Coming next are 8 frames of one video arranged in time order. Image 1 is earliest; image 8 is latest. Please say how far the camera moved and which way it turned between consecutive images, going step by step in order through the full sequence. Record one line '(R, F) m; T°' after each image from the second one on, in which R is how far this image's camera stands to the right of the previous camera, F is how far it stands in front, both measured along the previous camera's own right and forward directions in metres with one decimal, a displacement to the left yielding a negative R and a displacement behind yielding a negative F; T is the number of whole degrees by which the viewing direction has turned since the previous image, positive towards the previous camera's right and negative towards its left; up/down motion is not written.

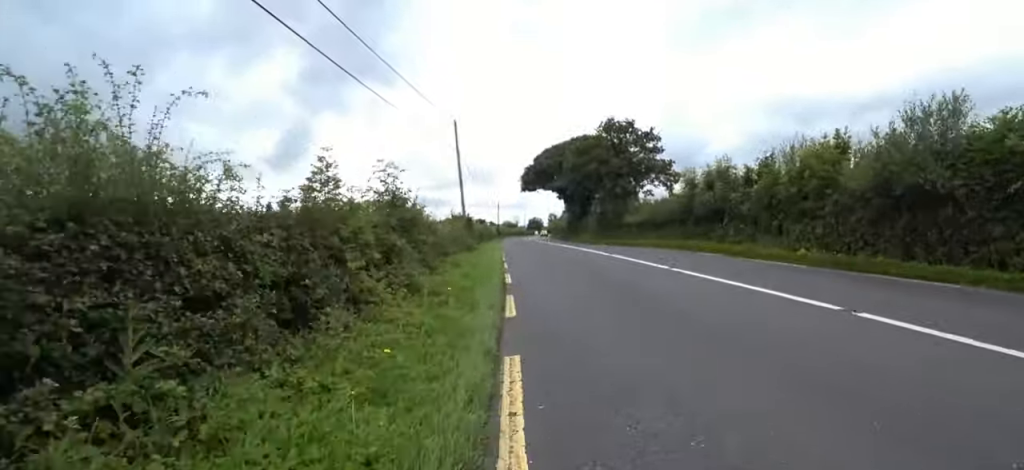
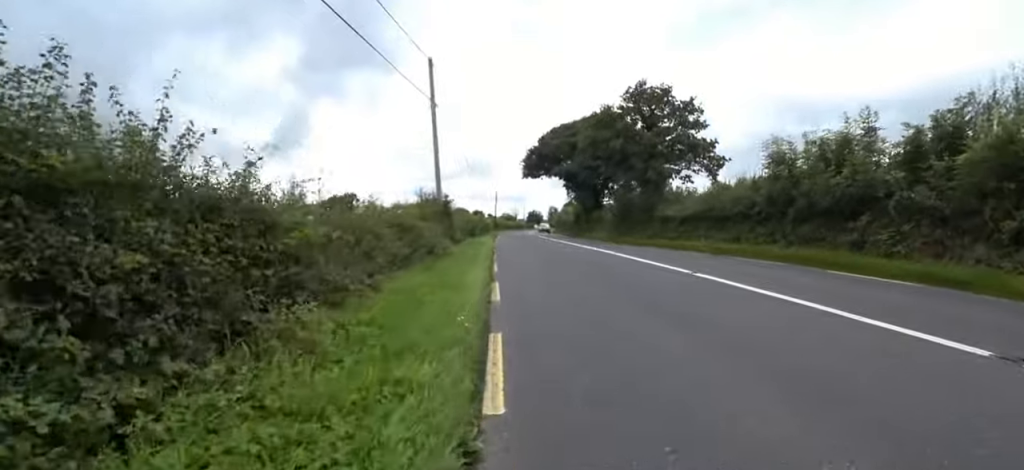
(-0.8, +7.8) m; -5°
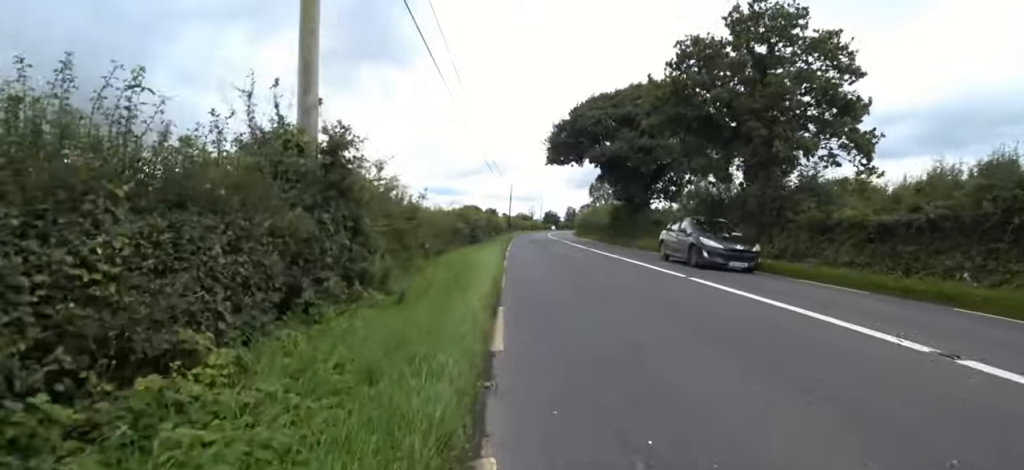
(+0.1, +10.8) m; 0°
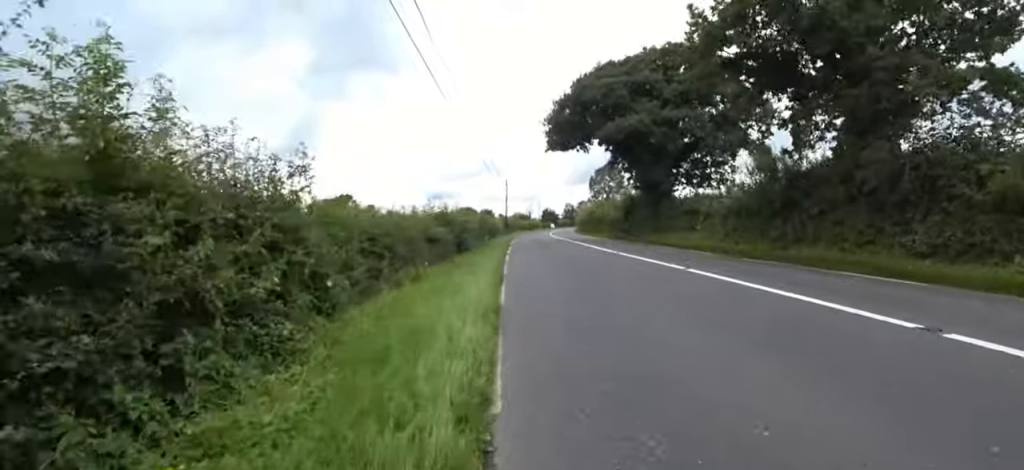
(0.0, +5.4) m; 0°
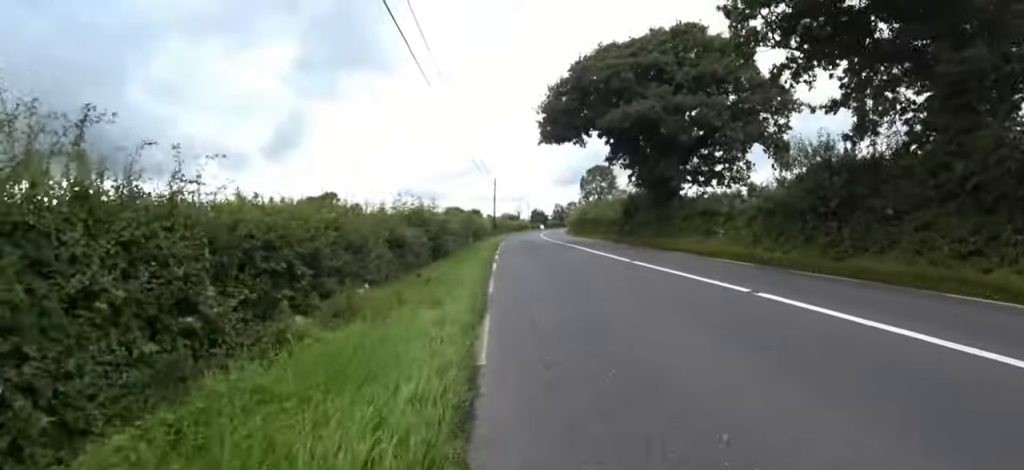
(+0.2, +2.9) m; 0°
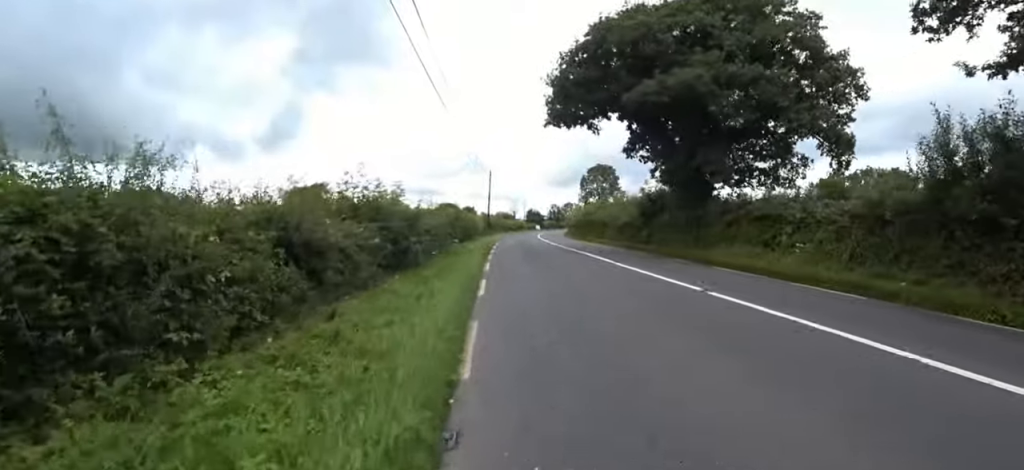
(-0.2, +4.6) m; 0°
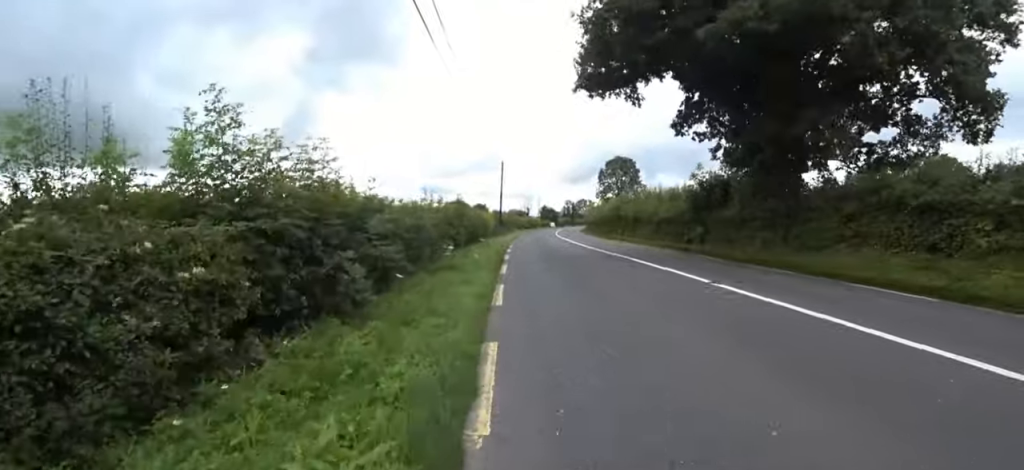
(0.0, +5.2) m; 0°
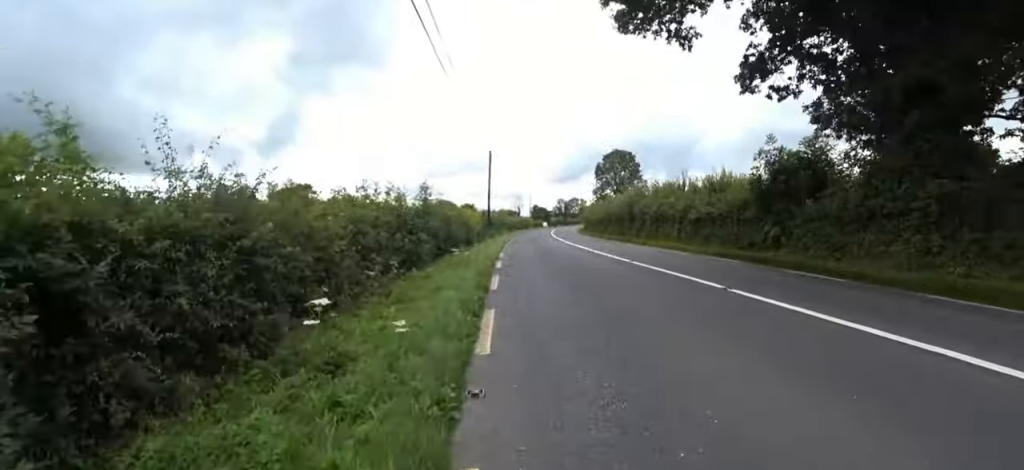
(+0.1, +6.4) m; 0°
